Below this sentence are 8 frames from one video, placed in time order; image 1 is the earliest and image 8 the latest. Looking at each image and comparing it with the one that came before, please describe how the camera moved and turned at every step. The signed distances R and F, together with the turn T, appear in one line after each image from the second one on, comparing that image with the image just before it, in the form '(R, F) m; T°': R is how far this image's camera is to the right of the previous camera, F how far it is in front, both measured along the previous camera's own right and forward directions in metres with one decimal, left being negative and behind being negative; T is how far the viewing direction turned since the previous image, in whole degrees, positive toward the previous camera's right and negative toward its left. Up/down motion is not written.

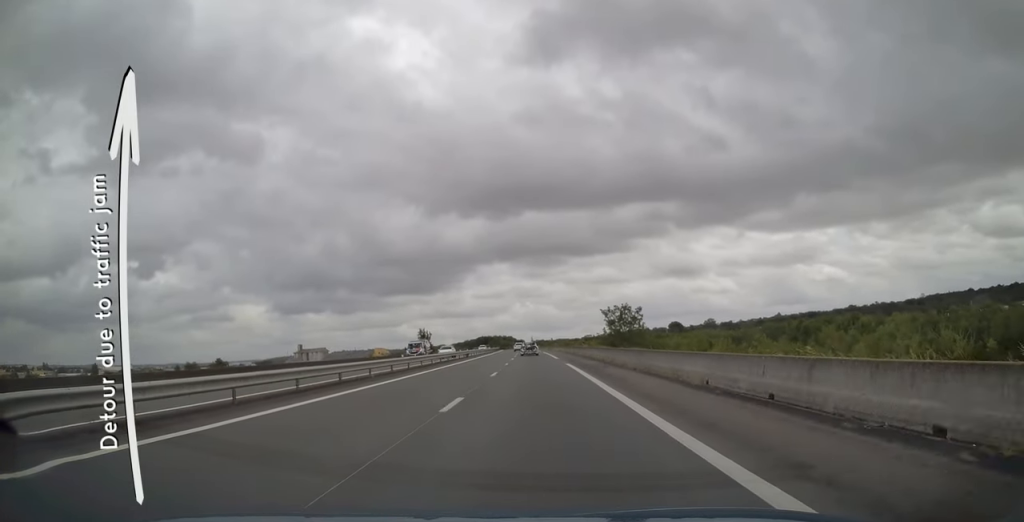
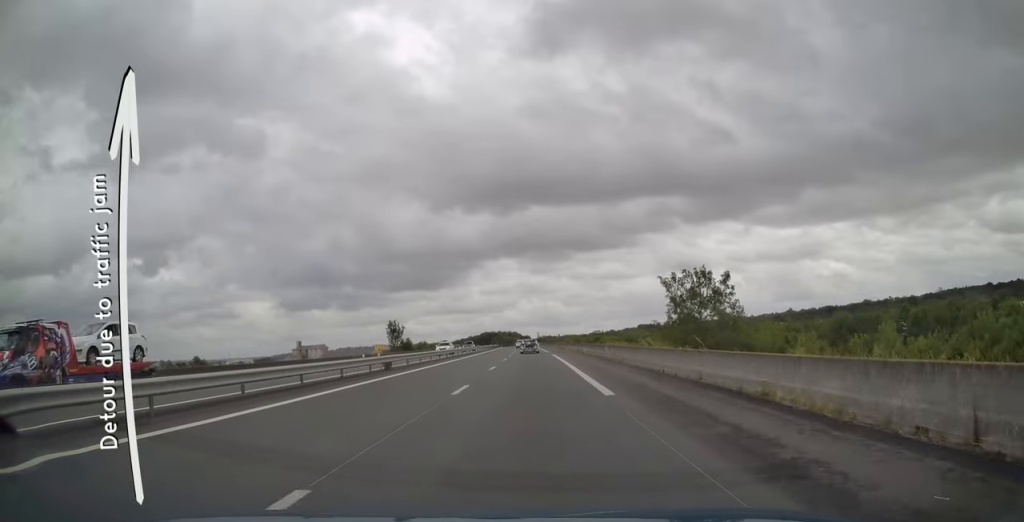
(-0.1, +35.7) m; -1°
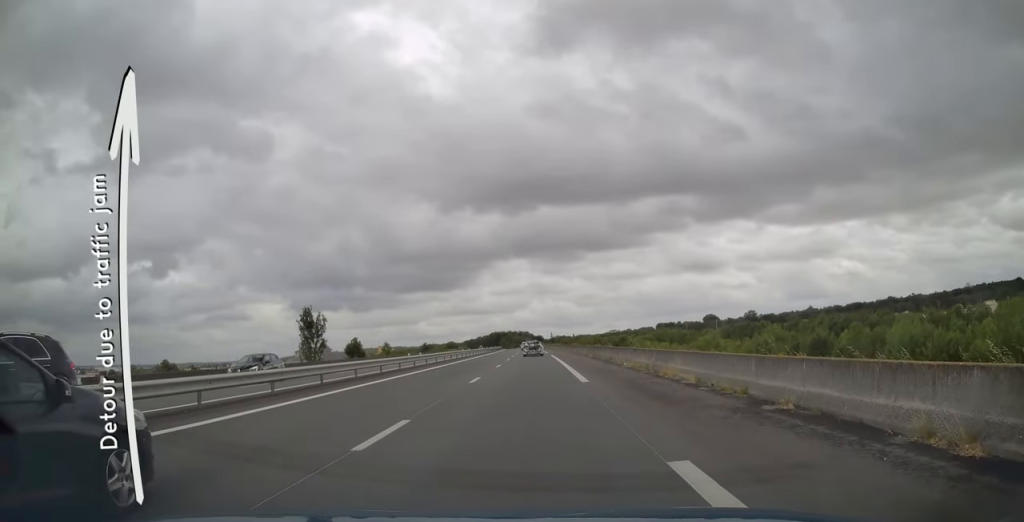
(-0.4, +47.2) m; -1°
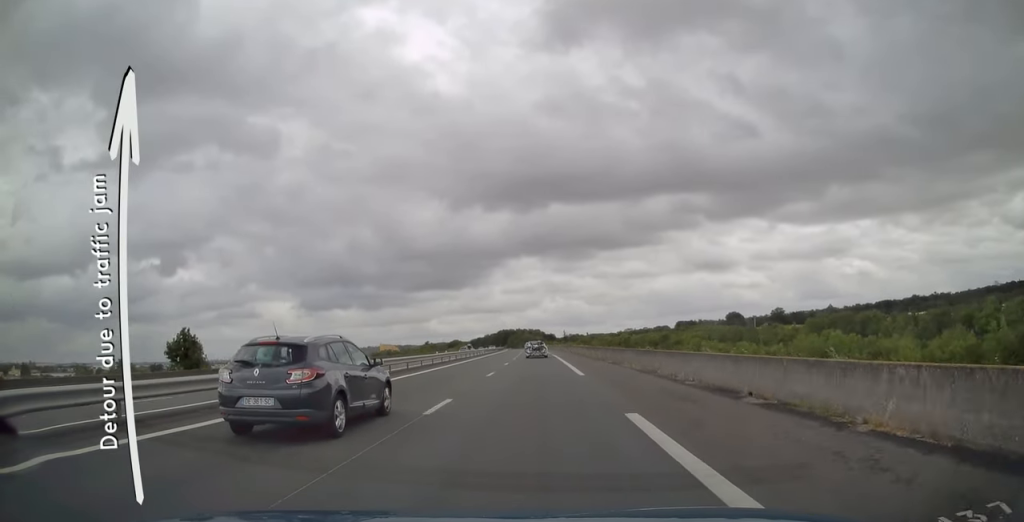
(-0.6, +47.8) m; -1°
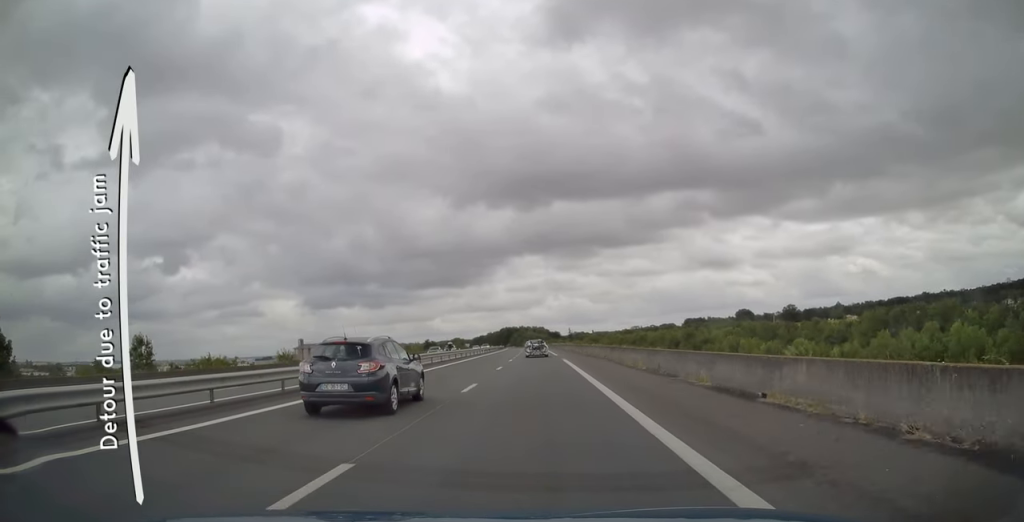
(-0.1, +20.9) m; 0°
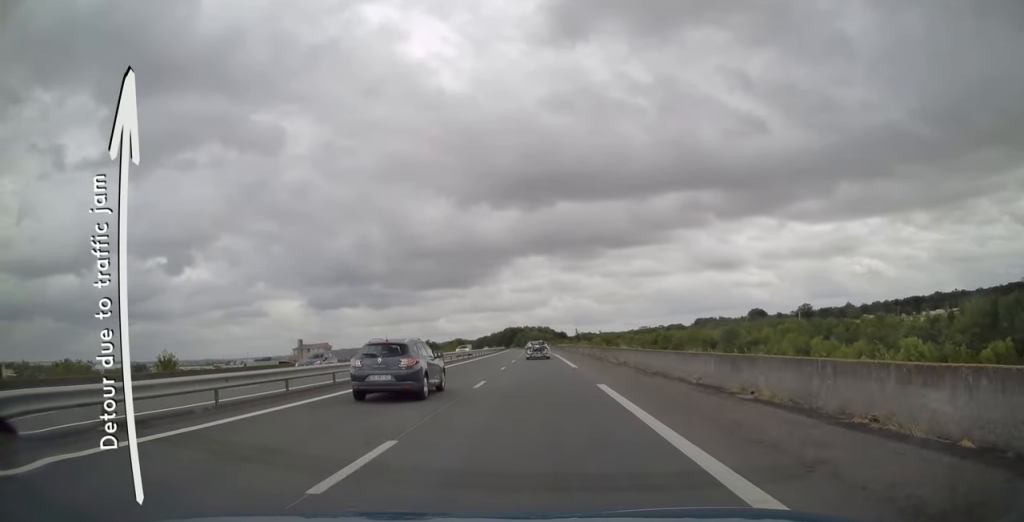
(0.0, +24.2) m; 0°
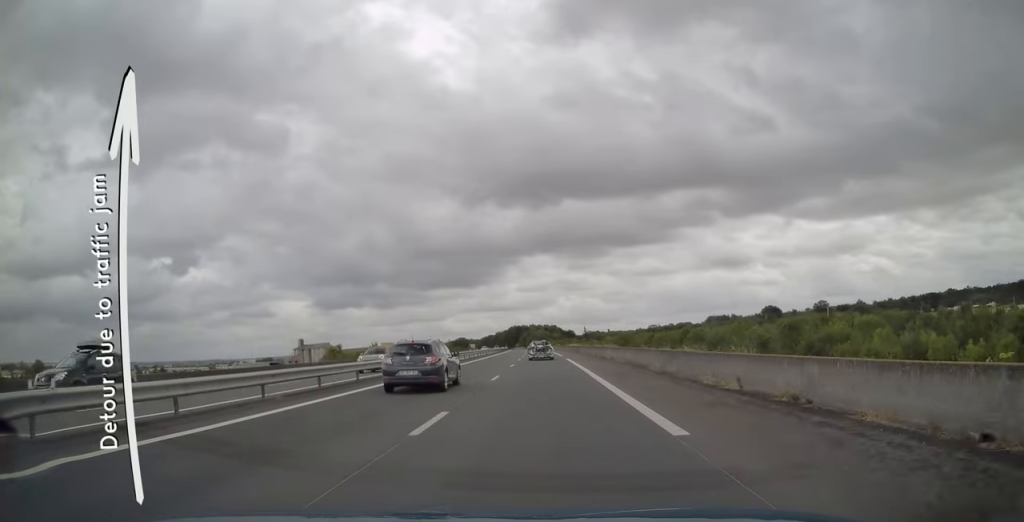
(-0.1, +22.2) m; 0°
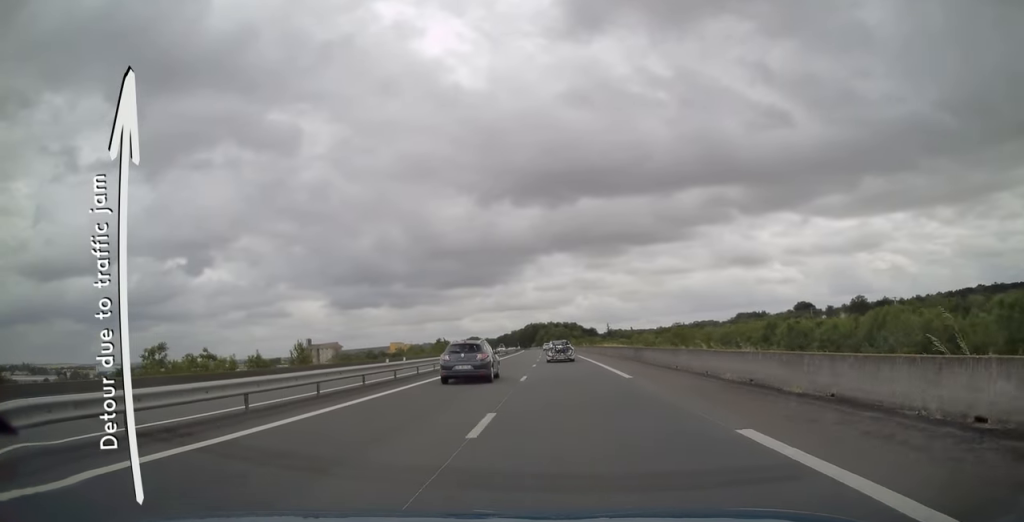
(-0.2, +38.6) m; -1°
